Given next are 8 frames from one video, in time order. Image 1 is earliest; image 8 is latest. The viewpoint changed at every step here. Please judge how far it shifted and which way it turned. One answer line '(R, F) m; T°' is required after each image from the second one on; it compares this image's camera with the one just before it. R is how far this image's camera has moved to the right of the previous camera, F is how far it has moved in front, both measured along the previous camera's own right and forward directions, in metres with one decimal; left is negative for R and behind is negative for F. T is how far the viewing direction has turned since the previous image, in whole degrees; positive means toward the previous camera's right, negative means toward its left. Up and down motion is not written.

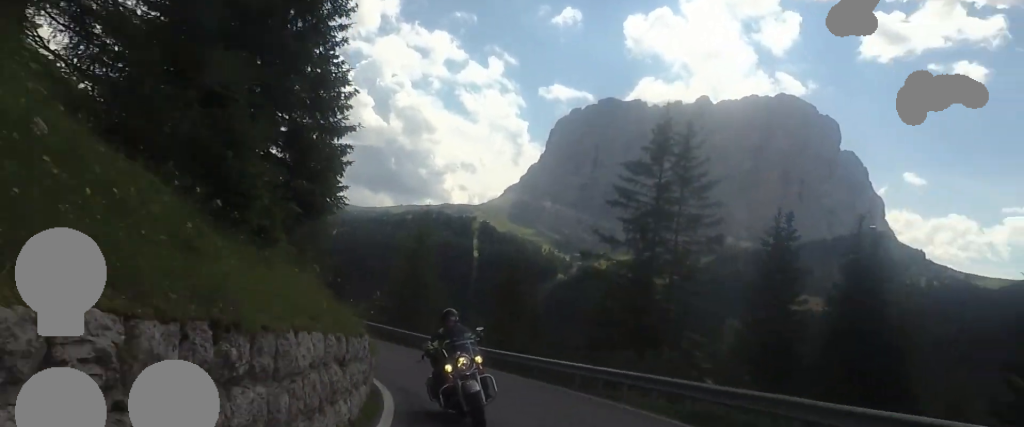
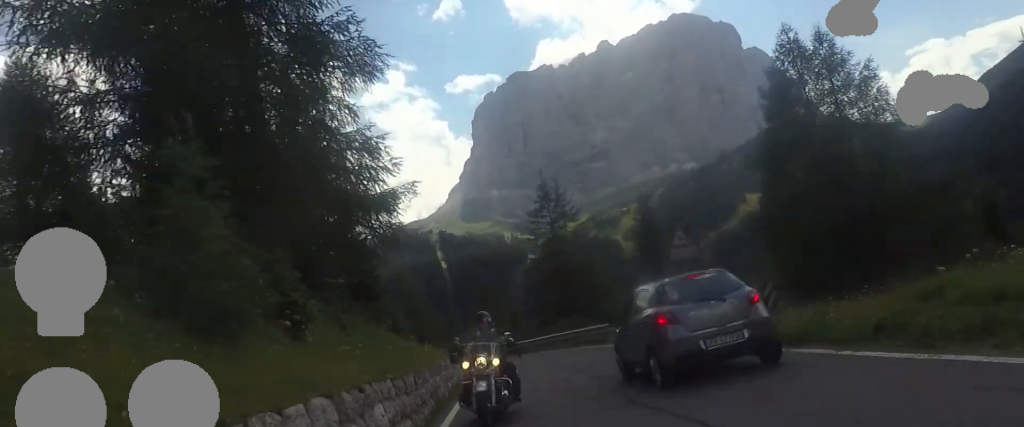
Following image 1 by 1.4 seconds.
(+0.1, +15.9) m; -2°
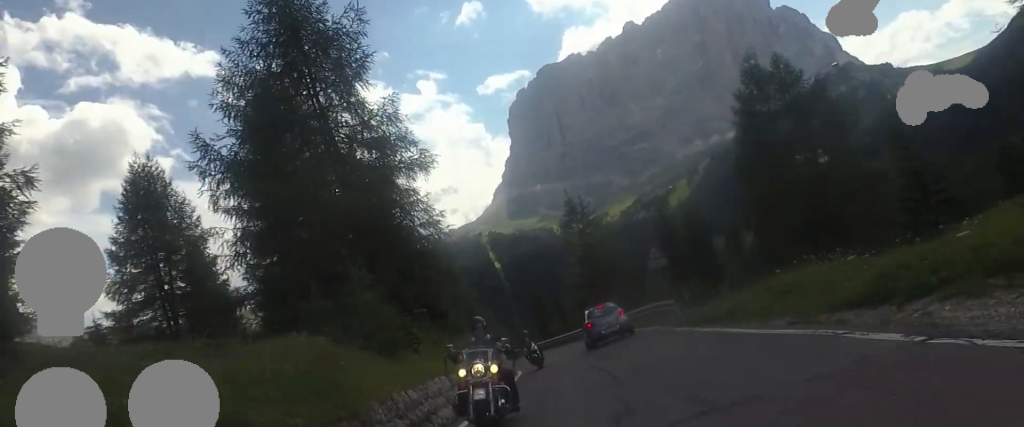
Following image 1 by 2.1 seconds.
(+0.2, +7.9) m; -6°
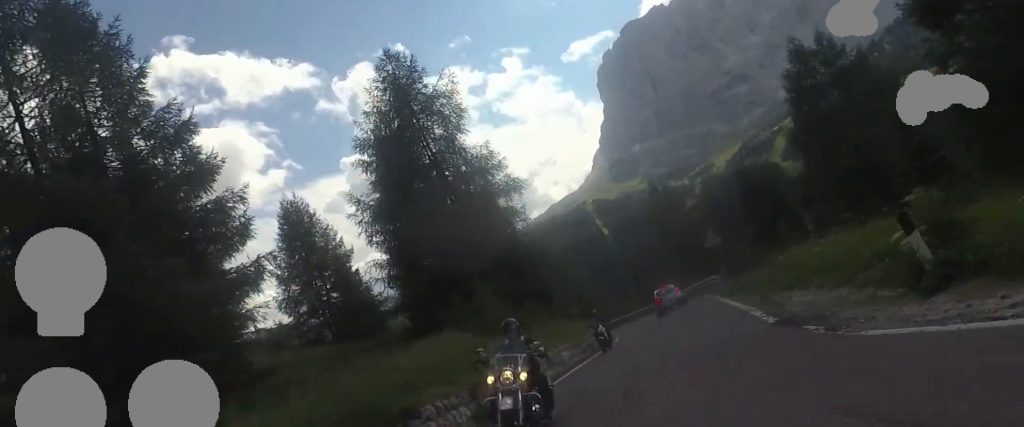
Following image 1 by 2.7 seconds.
(-0.9, +7.3) m; -10°
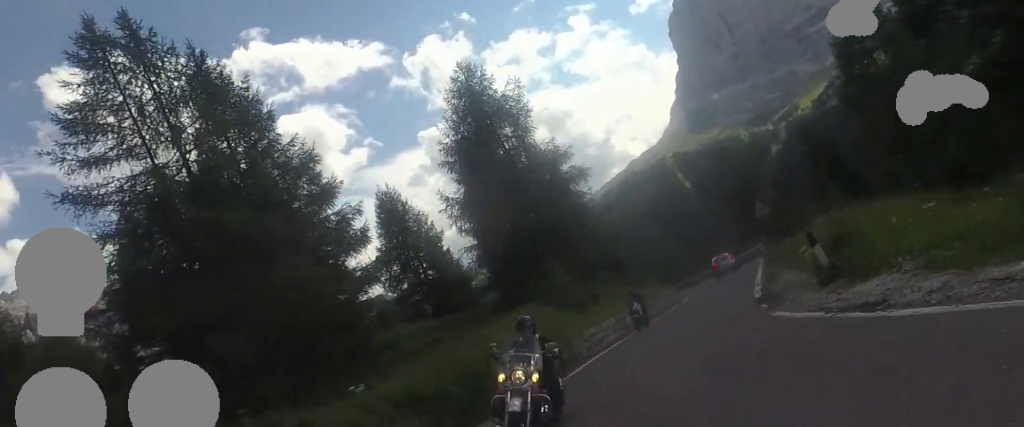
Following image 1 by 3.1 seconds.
(-0.2, +5.0) m; -7°
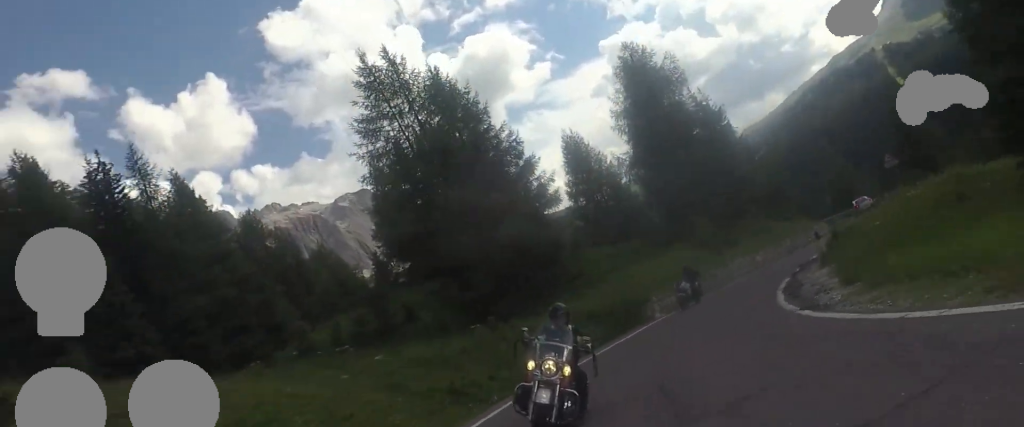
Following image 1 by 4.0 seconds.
(-0.9, +10.0) m; -17°
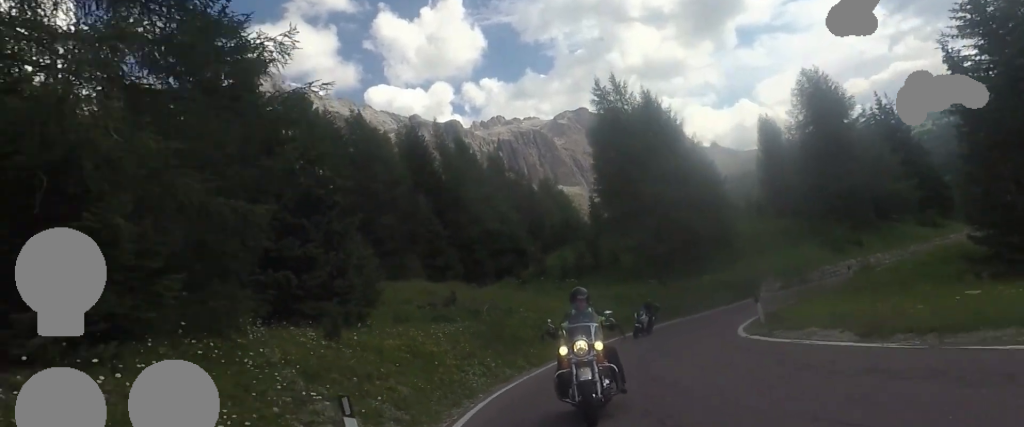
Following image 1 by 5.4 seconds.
(-3.7, +17.1) m; -16°
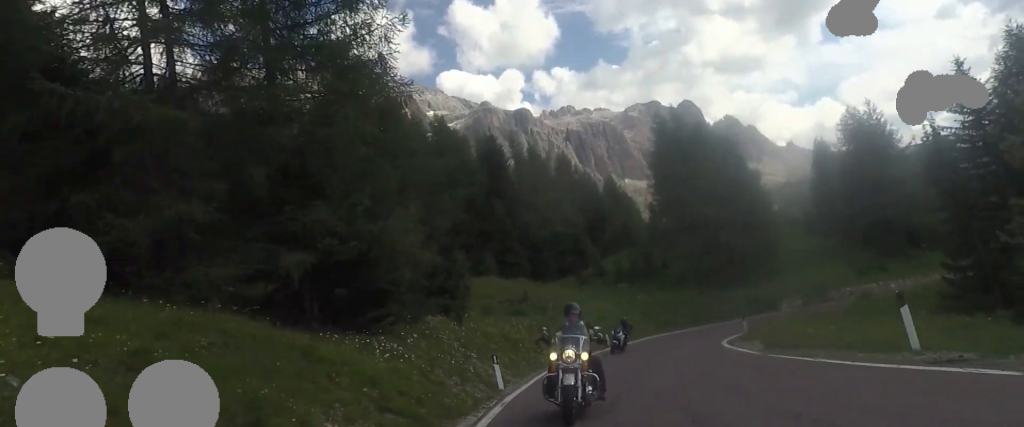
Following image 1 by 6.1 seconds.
(-0.1, +8.5) m; -4°
